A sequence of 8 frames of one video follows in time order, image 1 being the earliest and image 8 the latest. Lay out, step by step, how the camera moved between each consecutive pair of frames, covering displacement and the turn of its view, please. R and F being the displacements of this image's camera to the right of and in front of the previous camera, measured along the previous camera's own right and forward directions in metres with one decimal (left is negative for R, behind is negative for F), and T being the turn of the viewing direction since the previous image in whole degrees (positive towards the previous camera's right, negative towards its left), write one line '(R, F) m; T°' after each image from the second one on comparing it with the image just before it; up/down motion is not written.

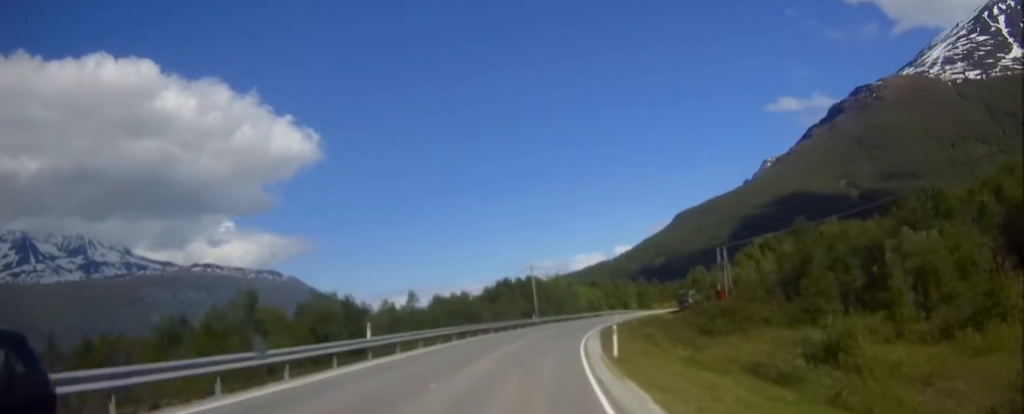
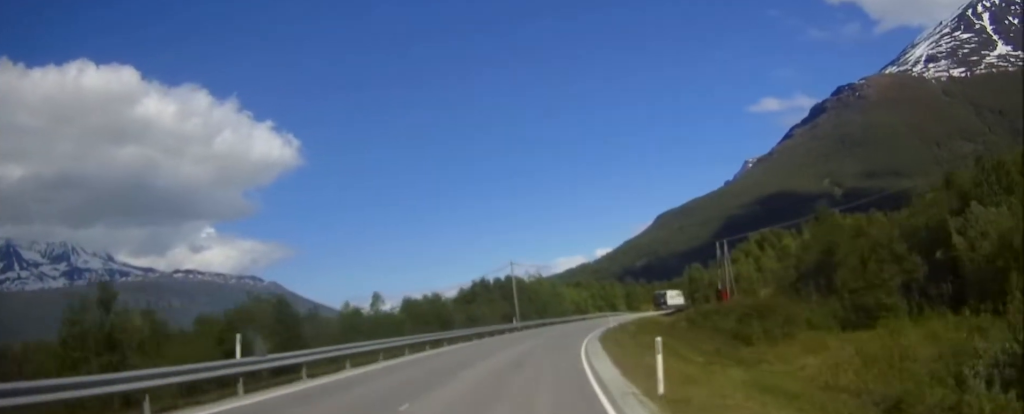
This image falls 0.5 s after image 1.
(0.0, +10.6) m; +2°
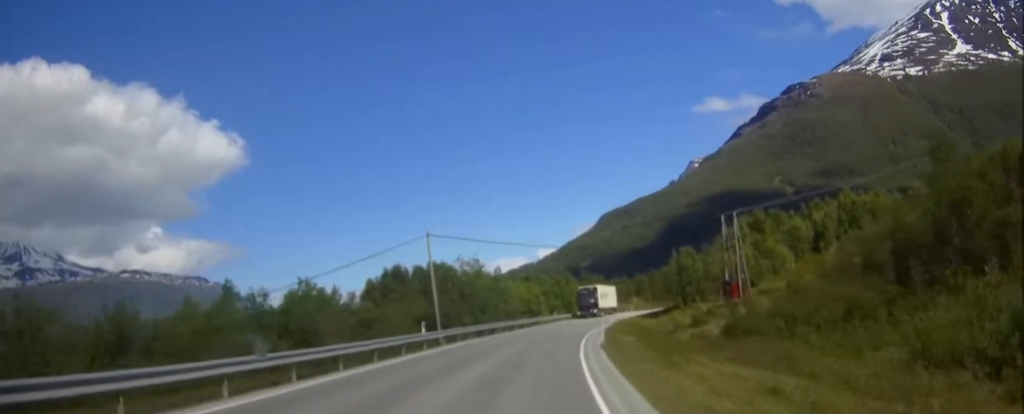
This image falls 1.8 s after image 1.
(+1.2, +28.6) m; +4°
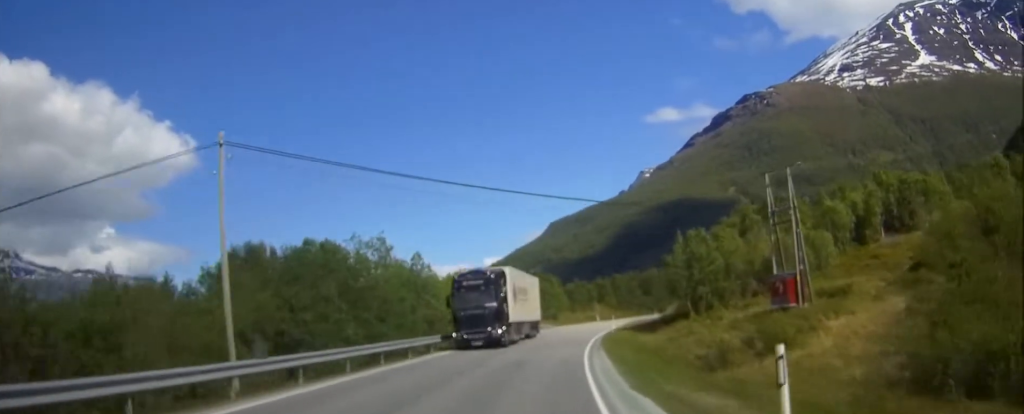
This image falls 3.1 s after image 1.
(+1.0, +27.7) m; +4°
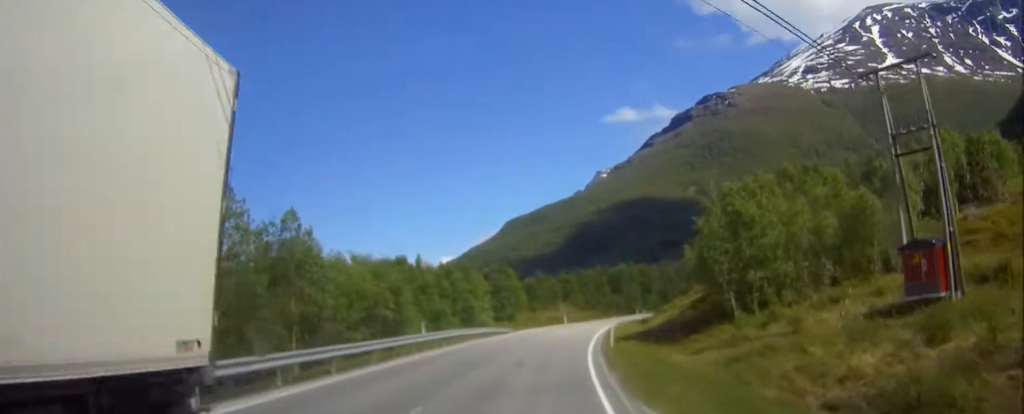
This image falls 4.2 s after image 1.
(+0.6, +21.8) m; +4°
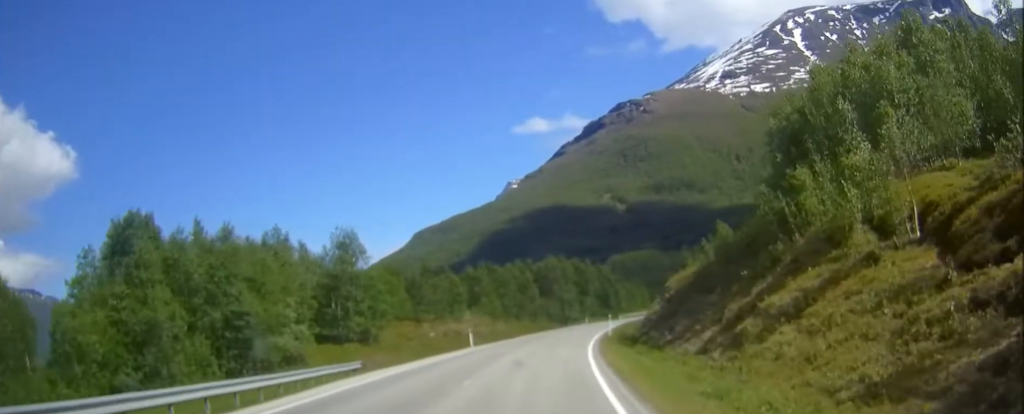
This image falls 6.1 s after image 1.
(+2.3, +40.8) m; +6°
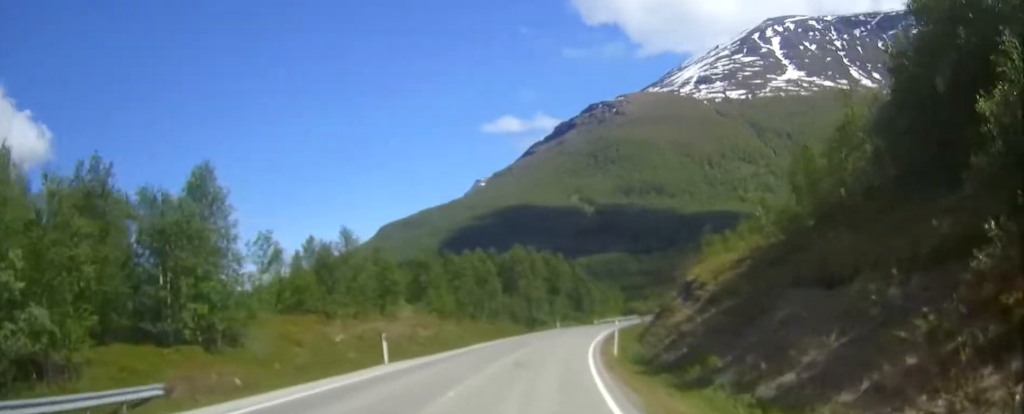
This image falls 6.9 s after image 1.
(+0.4, +17.6) m; +3°
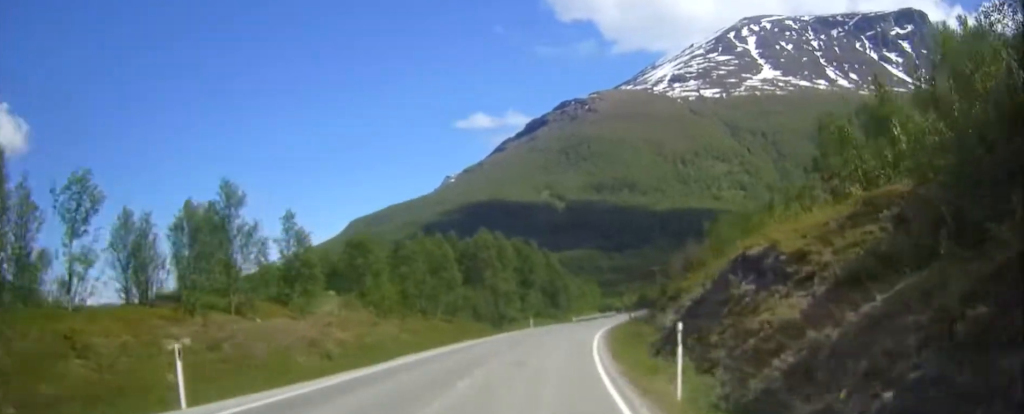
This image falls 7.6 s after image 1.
(+0.4, +14.9) m; +3°
